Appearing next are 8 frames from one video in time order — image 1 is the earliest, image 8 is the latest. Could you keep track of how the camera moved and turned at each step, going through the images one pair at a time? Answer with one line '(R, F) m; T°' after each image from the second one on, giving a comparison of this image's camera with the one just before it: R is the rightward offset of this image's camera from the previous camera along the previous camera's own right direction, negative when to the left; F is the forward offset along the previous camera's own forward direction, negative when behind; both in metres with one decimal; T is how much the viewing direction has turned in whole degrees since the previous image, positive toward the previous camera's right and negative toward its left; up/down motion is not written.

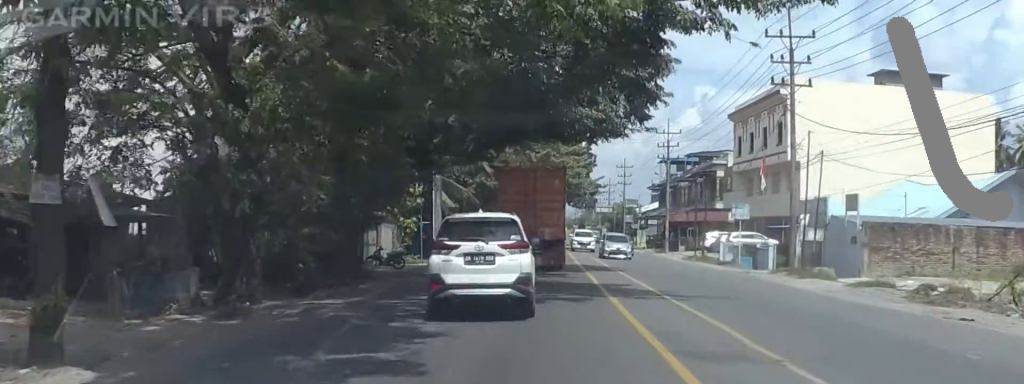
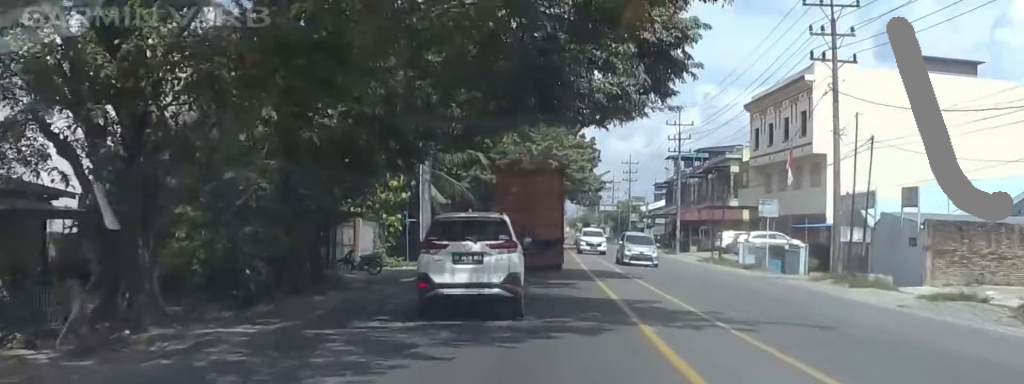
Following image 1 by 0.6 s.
(-0.2, +5.6) m; -1°
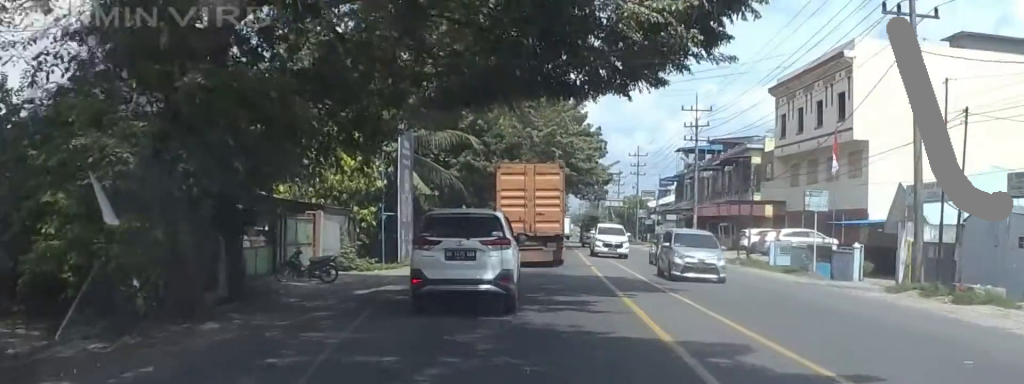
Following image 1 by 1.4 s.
(-0.2, +7.0) m; +1°
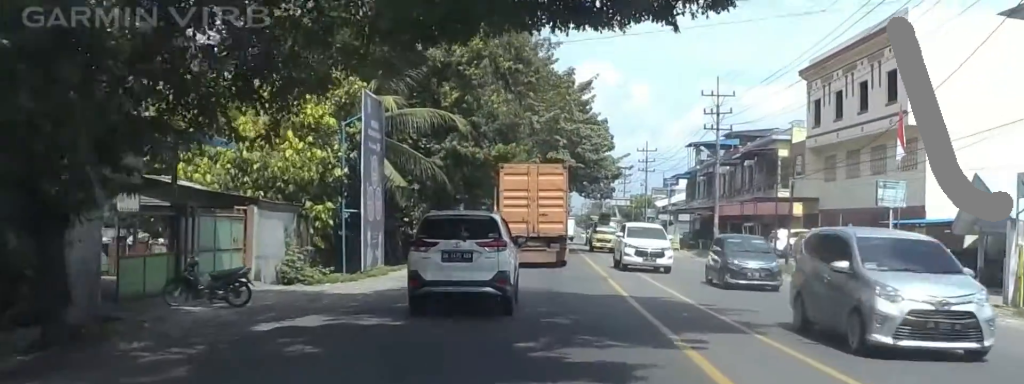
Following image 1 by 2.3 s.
(+0.3, +7.6) m; +3°
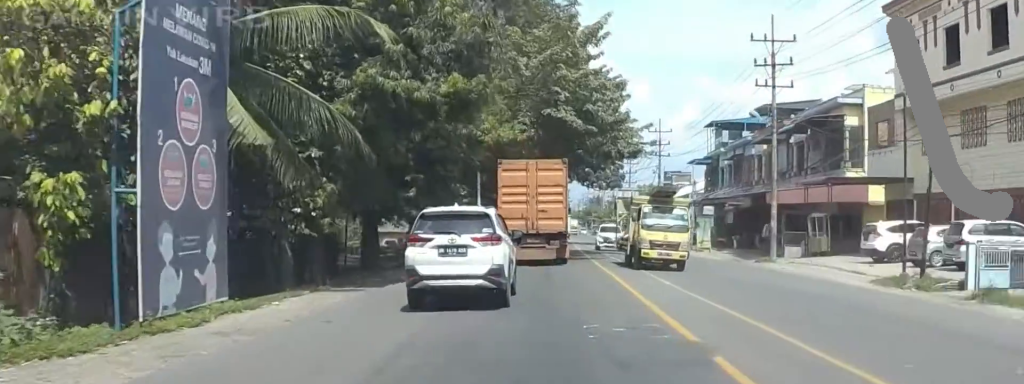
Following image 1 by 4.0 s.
(0.0, +16.8) m; 0°
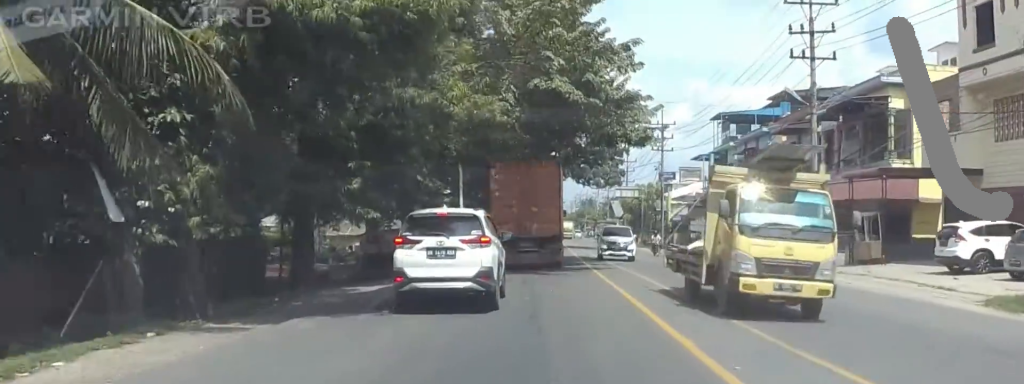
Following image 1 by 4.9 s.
(0.0, +8.2) m; 0°
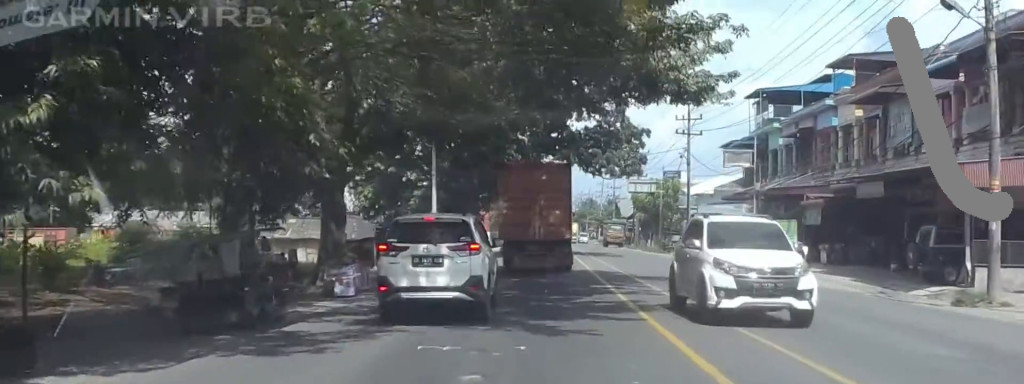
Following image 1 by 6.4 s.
(0.0, +15.3) m; 0°
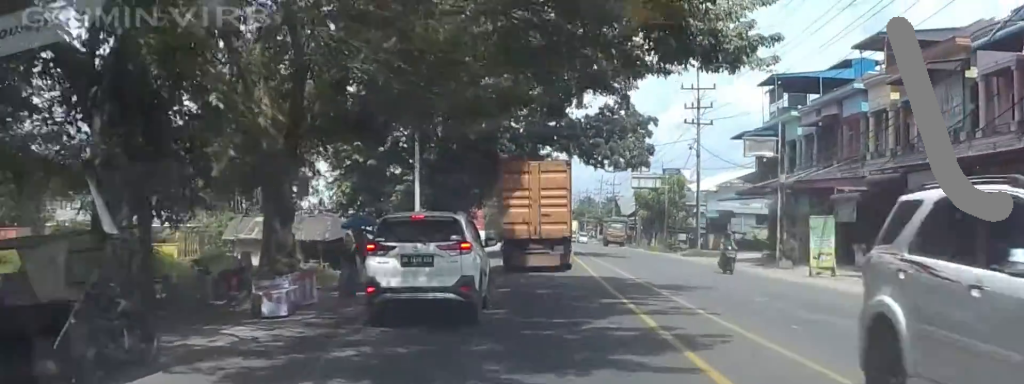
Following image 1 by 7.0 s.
(0.0, +5.5) m; 0°
